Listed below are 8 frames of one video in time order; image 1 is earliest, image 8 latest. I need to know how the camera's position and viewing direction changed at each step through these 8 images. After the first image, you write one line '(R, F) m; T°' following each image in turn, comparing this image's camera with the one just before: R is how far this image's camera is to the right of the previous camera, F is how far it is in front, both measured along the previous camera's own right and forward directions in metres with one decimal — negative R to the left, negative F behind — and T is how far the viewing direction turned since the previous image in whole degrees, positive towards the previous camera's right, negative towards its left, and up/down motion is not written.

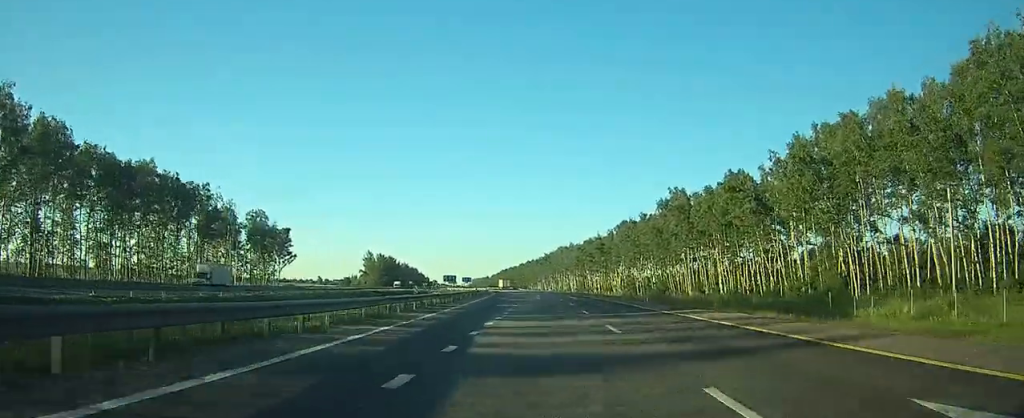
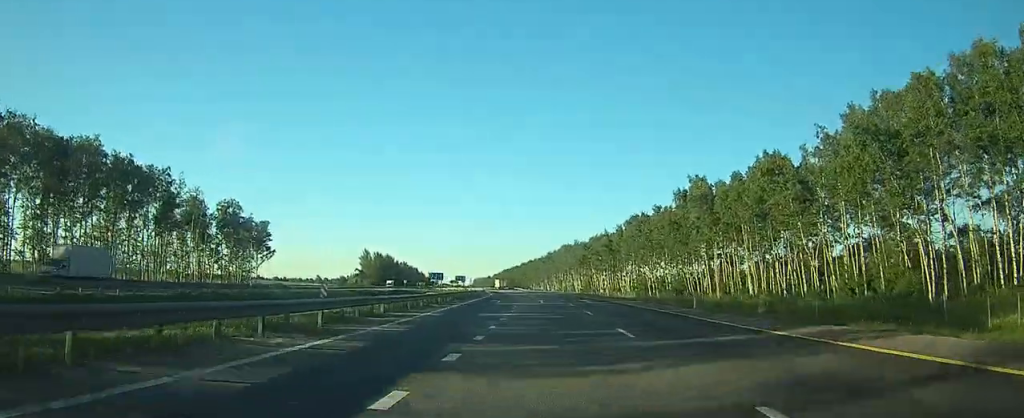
(0.0, +13.1) m; 0°
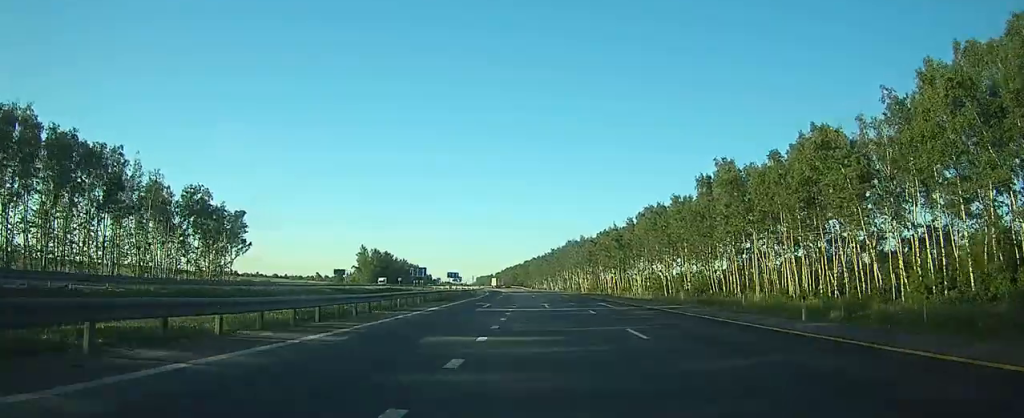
(0.0, +13.1) m; 0°
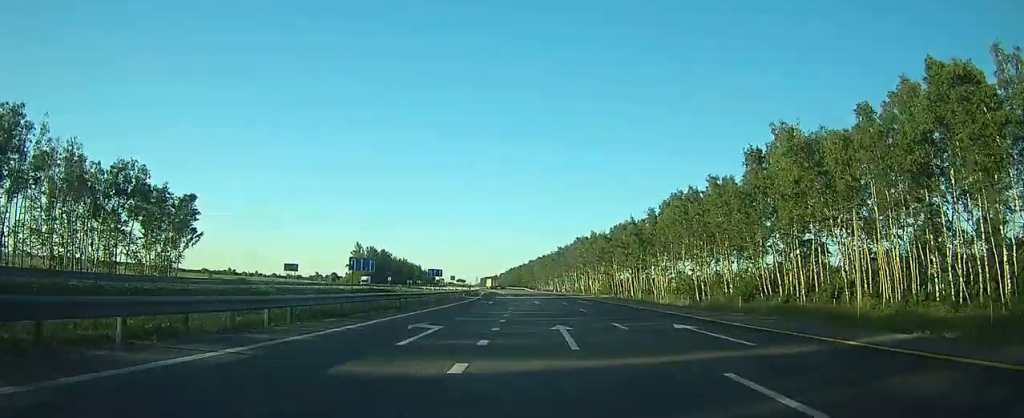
(0.0, +20.4) m; 0°
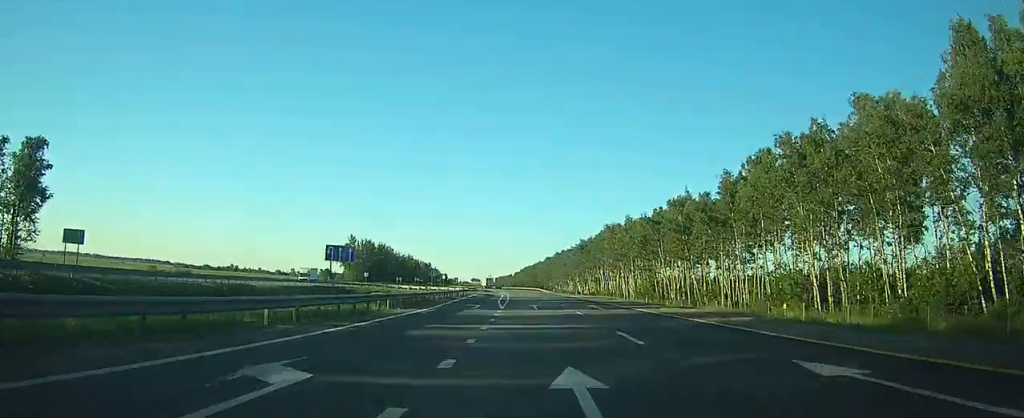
(-0.2, +39.4) m; -1°
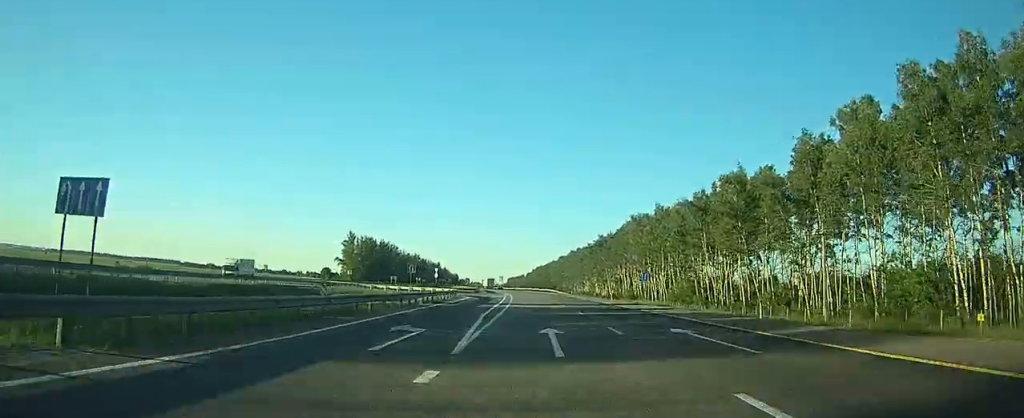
(-0.1, +21.4) m; -1°
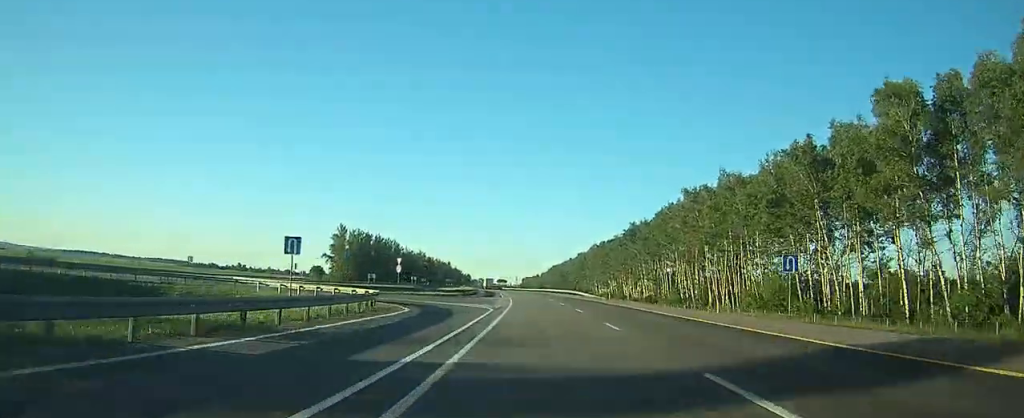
(-0.6, +34.0) m; -2°
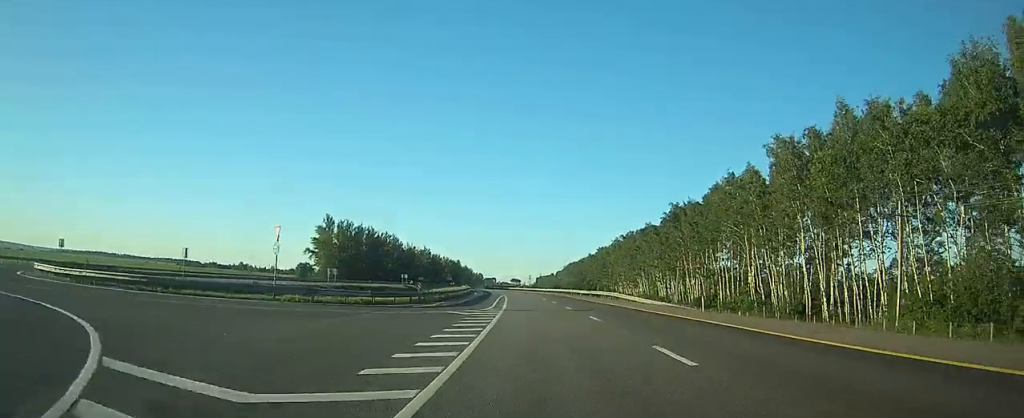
(-0.4, +31.9) m; -1°
